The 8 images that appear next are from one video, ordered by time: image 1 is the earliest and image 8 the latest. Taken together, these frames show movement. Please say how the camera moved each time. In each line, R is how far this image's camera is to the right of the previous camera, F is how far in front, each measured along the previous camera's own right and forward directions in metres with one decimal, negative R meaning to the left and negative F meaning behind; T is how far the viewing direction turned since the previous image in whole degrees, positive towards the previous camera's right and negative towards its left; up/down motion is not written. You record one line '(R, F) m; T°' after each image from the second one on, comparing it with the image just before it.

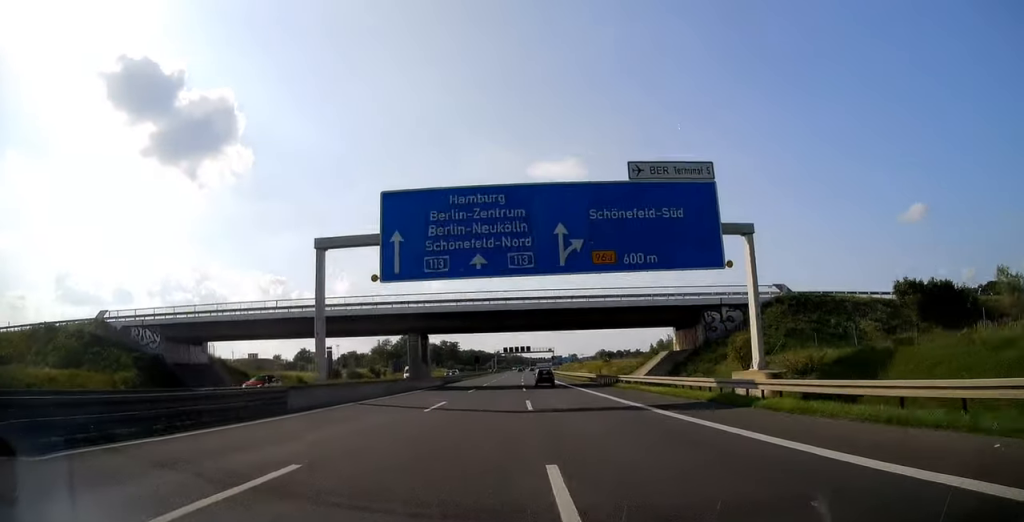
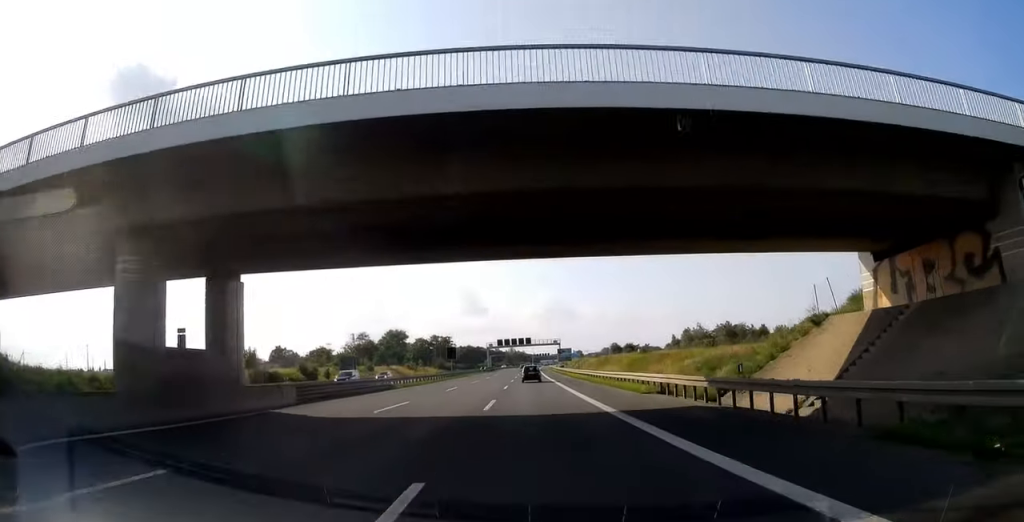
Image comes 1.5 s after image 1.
(+0.2, +37.3) m; 0°
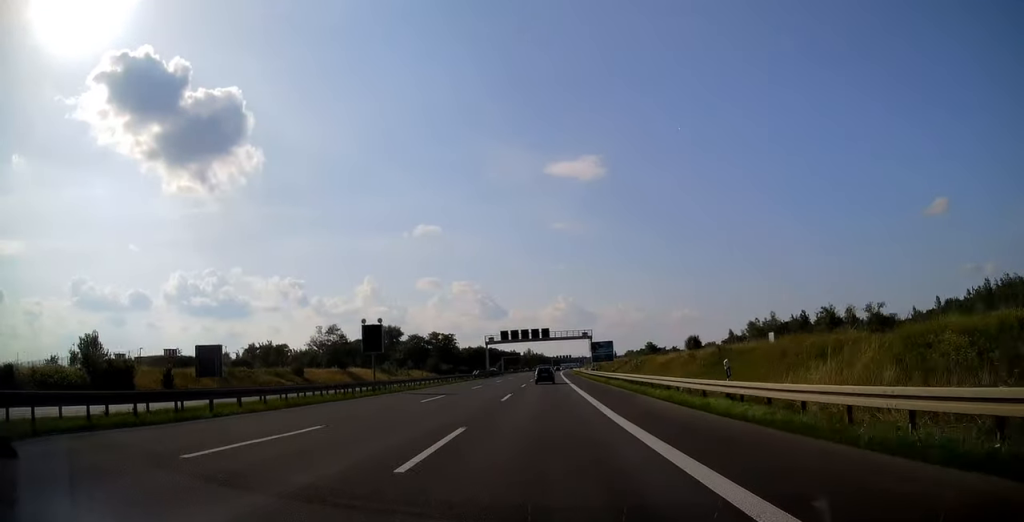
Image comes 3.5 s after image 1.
(-0.4, +47.3) m; -1°
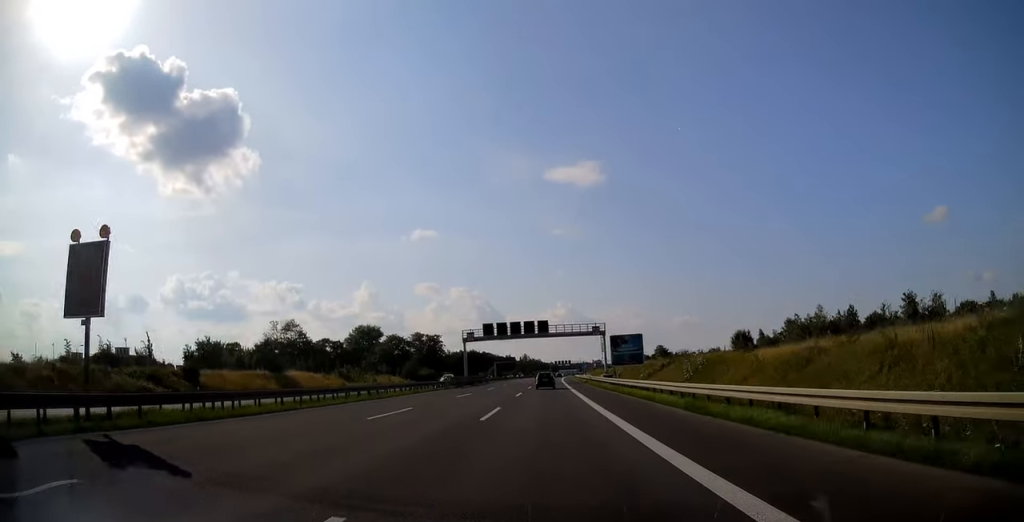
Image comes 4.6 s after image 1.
(-0.1, +26.7) m; 0°
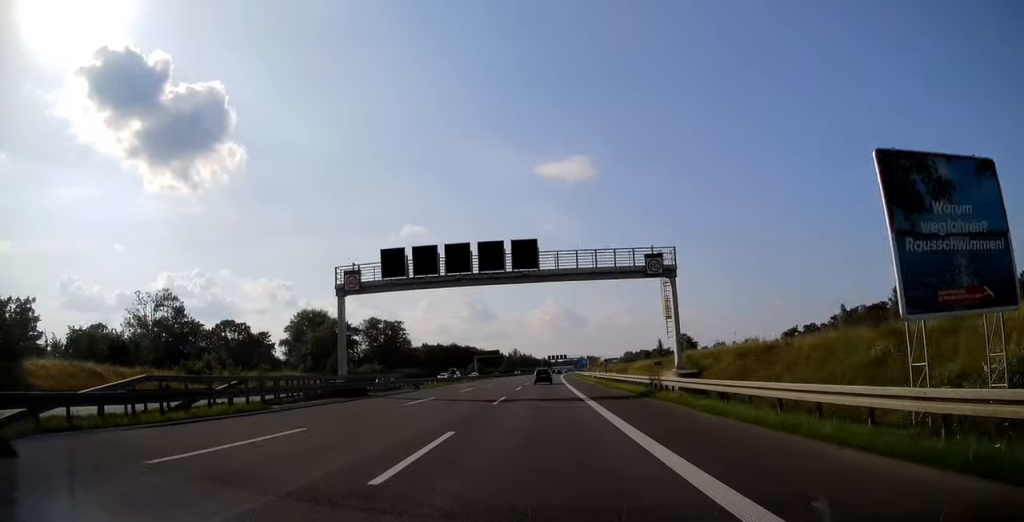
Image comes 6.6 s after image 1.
(+0.2, +46.4) m; +1°
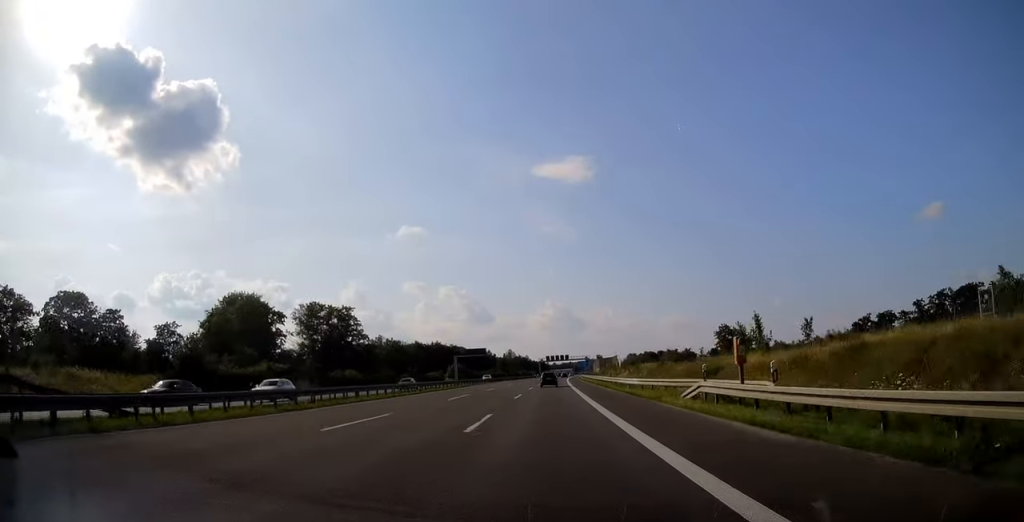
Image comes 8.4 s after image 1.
(+0.3, +42.4) m; 0°
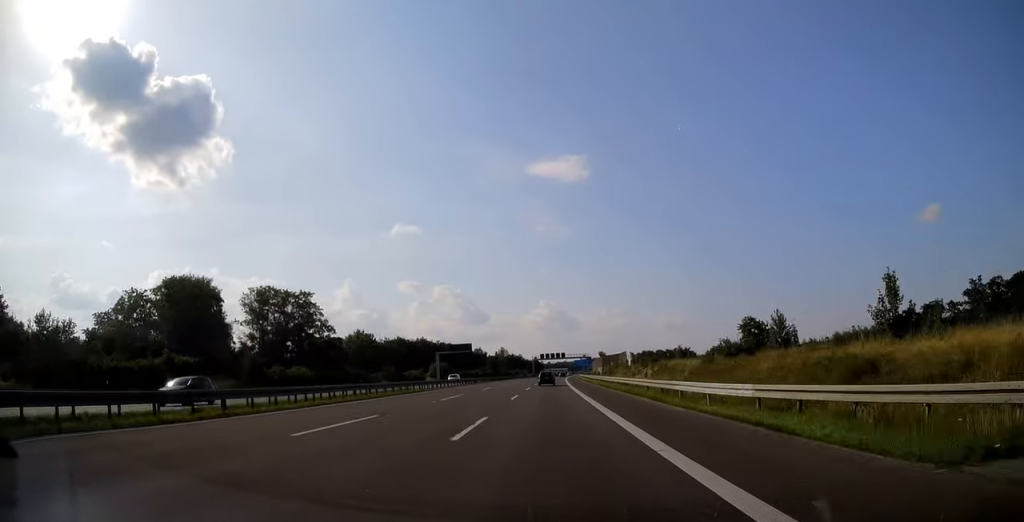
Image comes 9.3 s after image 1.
(0.0, +19.5) m; 0°
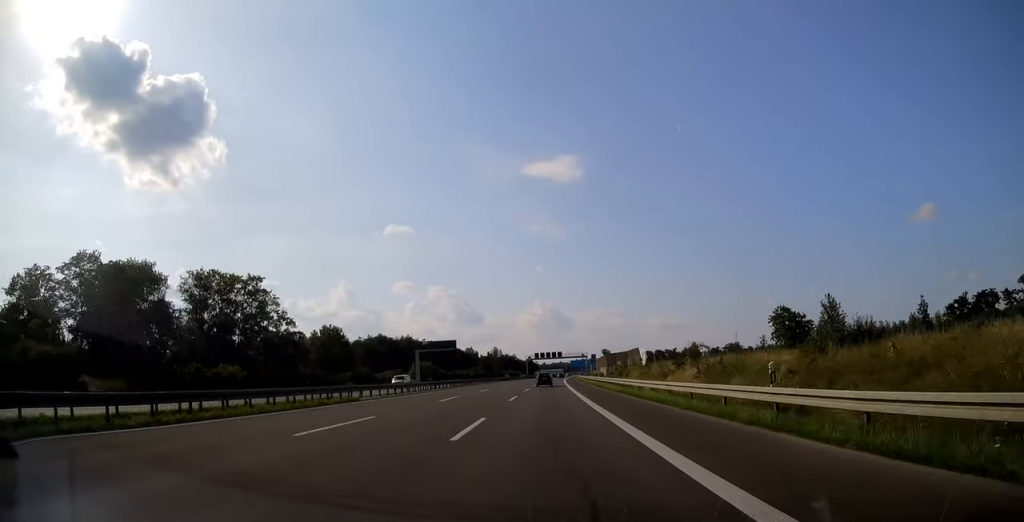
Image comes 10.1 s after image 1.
(-0.1, +17.8) m; 0°
